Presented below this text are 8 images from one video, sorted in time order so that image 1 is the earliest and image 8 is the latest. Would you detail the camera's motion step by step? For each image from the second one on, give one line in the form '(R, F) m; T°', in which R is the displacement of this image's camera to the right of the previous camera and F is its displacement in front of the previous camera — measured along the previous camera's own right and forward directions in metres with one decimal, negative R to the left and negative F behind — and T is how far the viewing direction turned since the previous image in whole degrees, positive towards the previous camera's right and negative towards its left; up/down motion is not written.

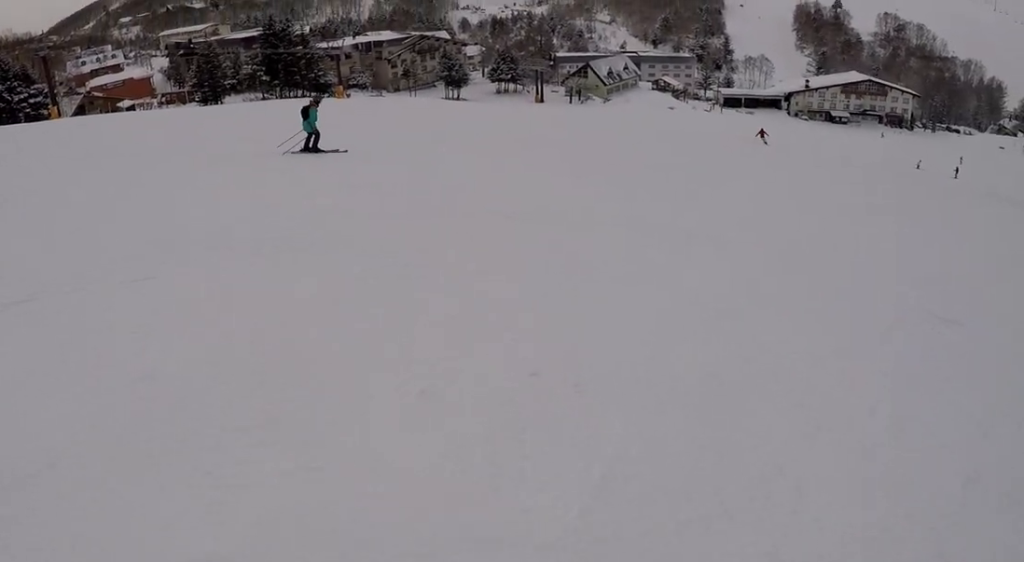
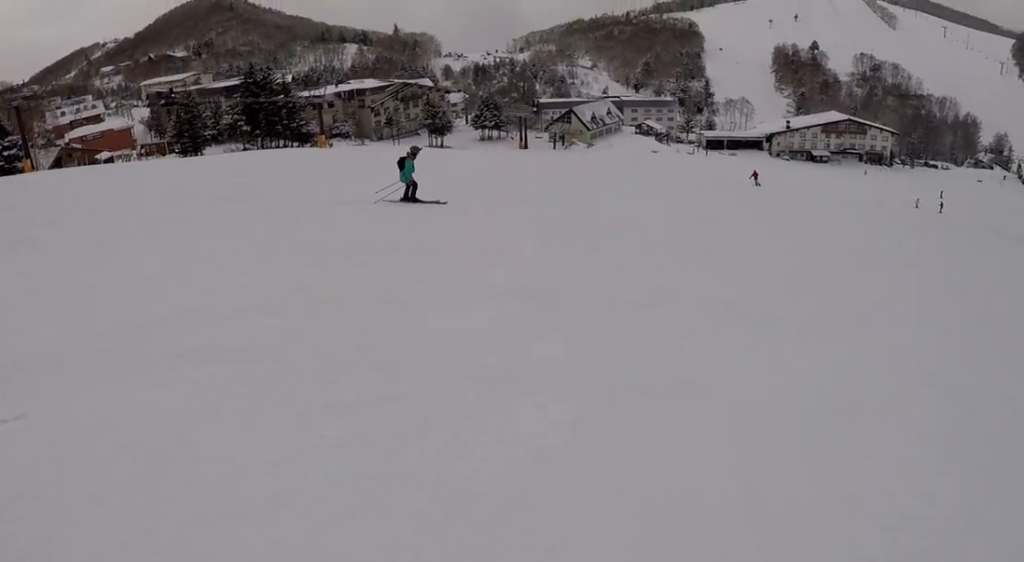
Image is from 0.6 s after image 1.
(0.0, +2.0) m; +1°
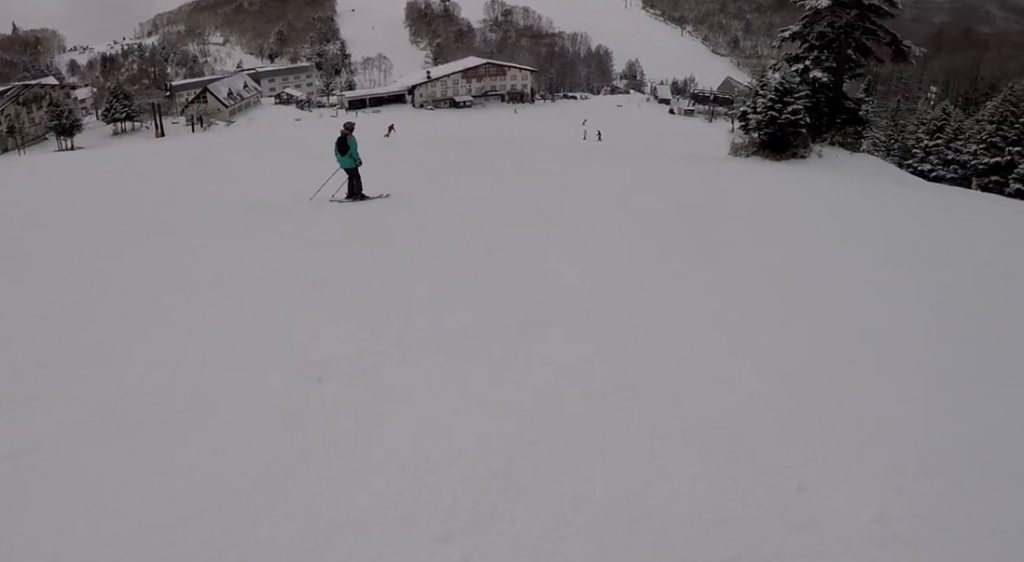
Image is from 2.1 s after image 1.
(+1.3, +4.8) m; +31°
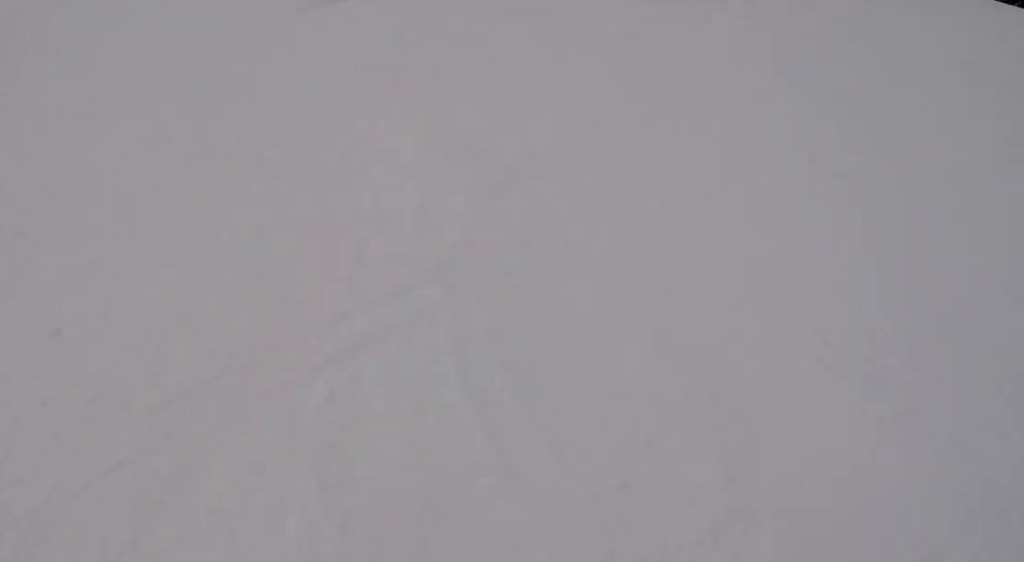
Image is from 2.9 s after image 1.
(+0.7, +3.4) m; +3°
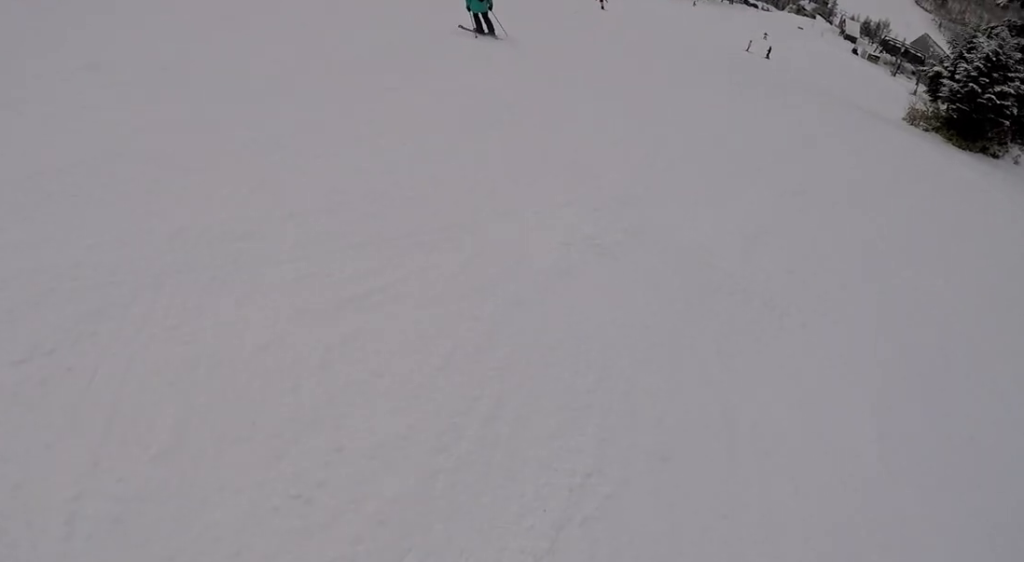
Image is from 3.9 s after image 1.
(-0.6, +4.2) m; -13°
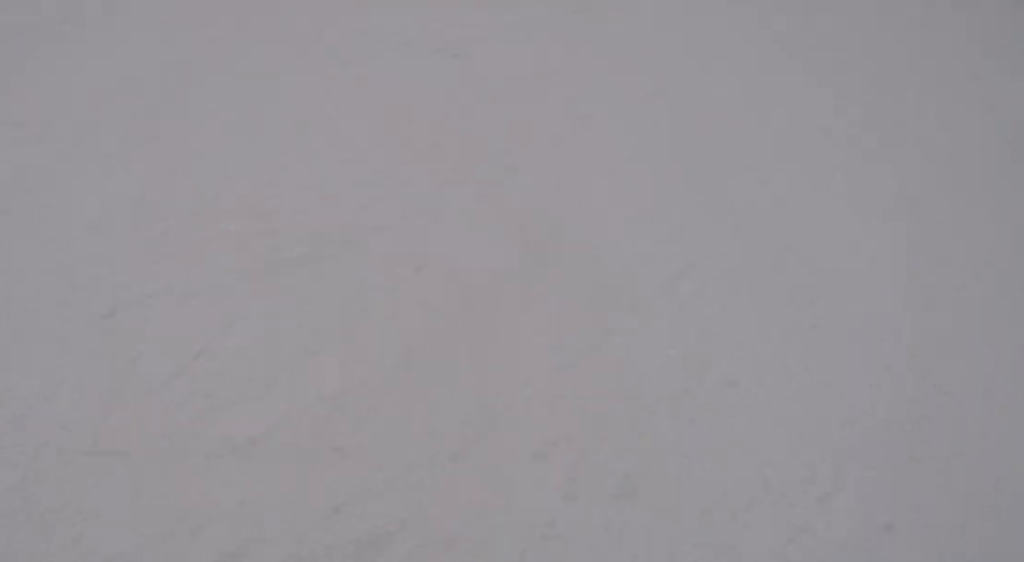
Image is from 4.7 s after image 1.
(-0.5, +3.5) m; 0°
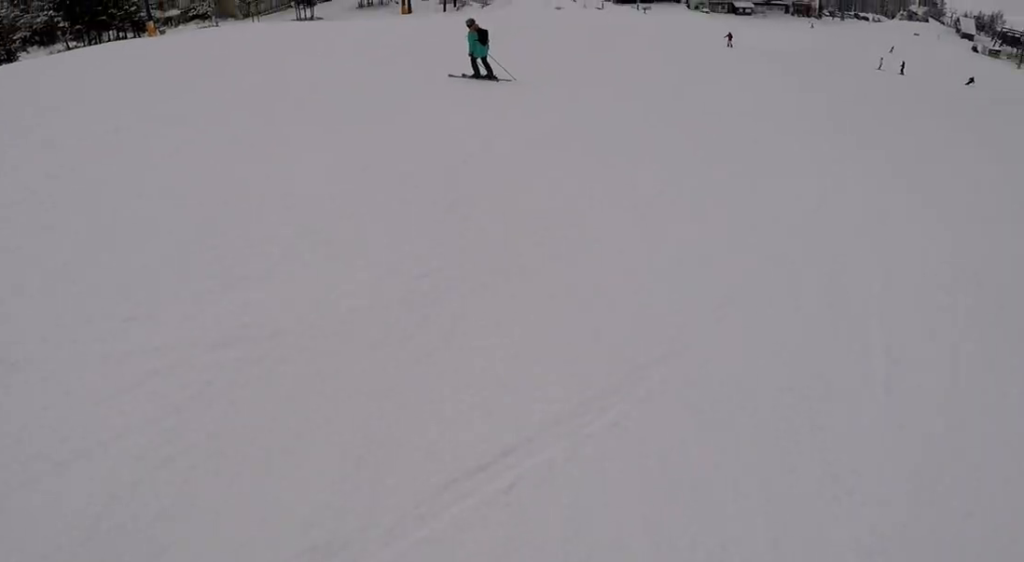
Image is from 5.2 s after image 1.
(+0.3, +2.5) m; +4°
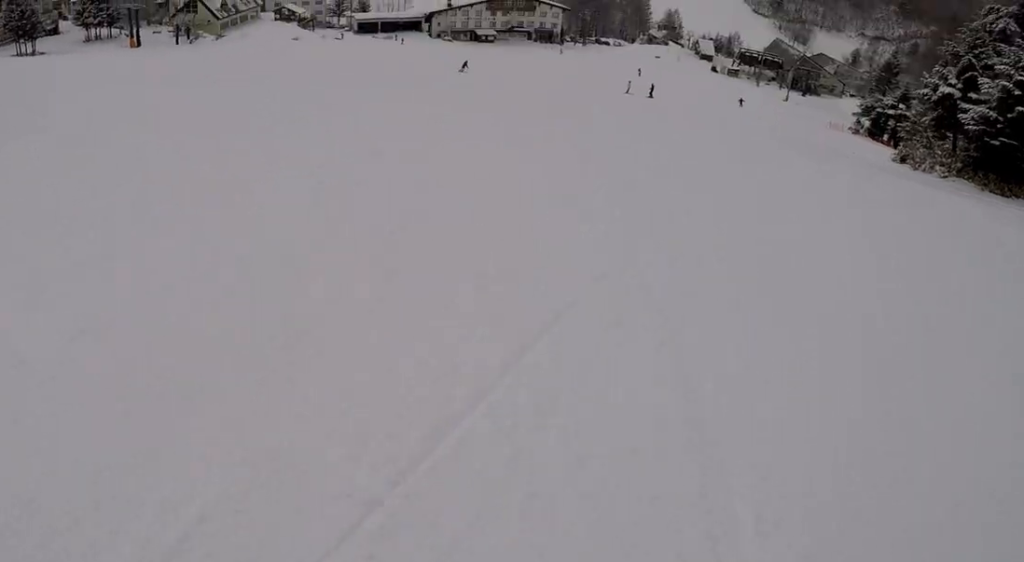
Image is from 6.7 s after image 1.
(+0.6, +7.5) m; -10°
